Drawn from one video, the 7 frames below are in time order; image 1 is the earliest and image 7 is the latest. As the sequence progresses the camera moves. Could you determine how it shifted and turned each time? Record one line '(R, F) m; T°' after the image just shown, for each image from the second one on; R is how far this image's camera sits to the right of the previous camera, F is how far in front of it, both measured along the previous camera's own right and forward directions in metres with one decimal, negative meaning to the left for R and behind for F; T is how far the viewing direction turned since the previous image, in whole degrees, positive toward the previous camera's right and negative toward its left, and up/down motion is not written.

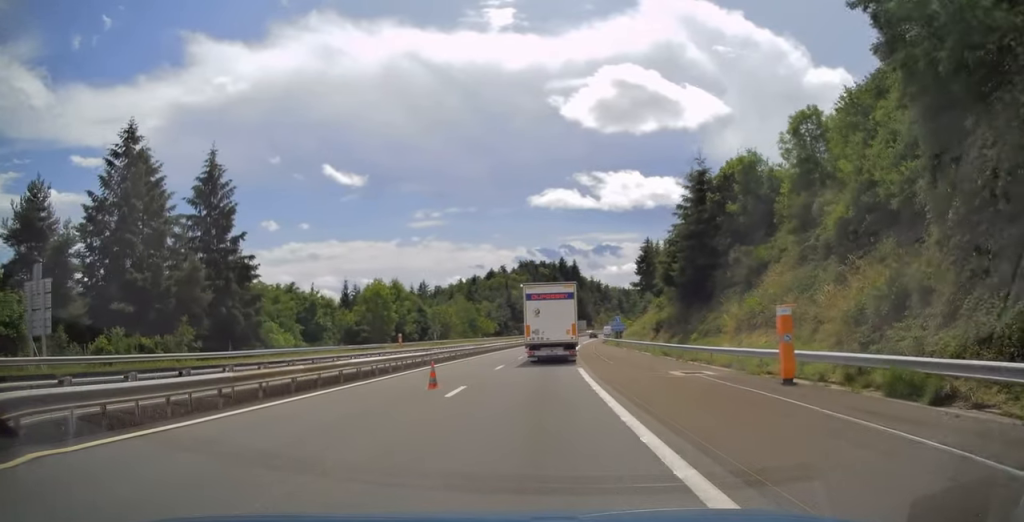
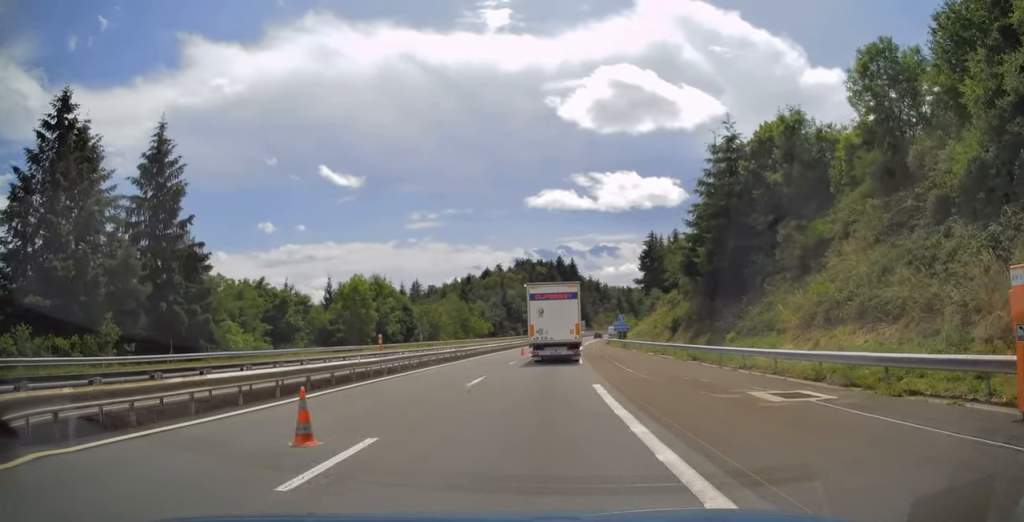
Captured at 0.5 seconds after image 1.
(0.0, +9.1) m; 0°
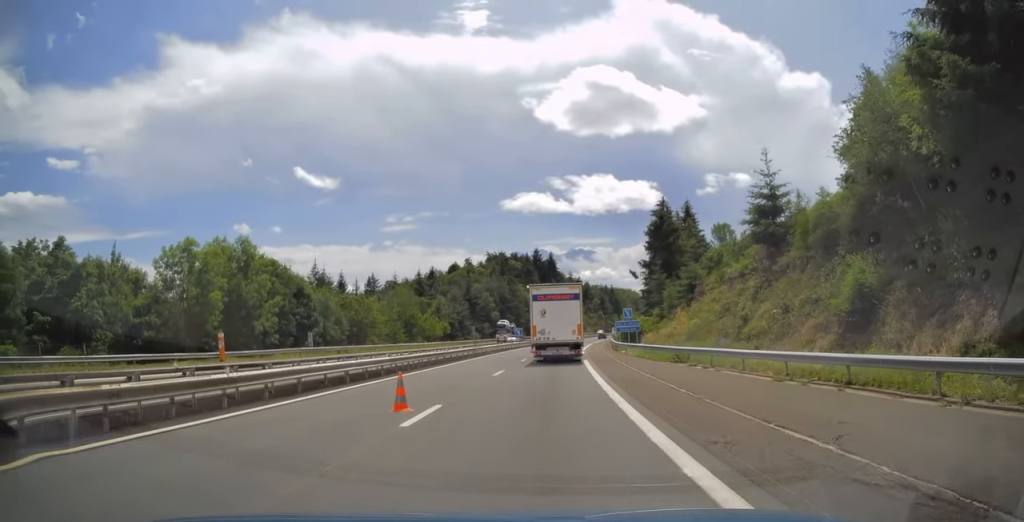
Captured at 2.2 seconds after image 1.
(+0.5, +34.6) m; +2°
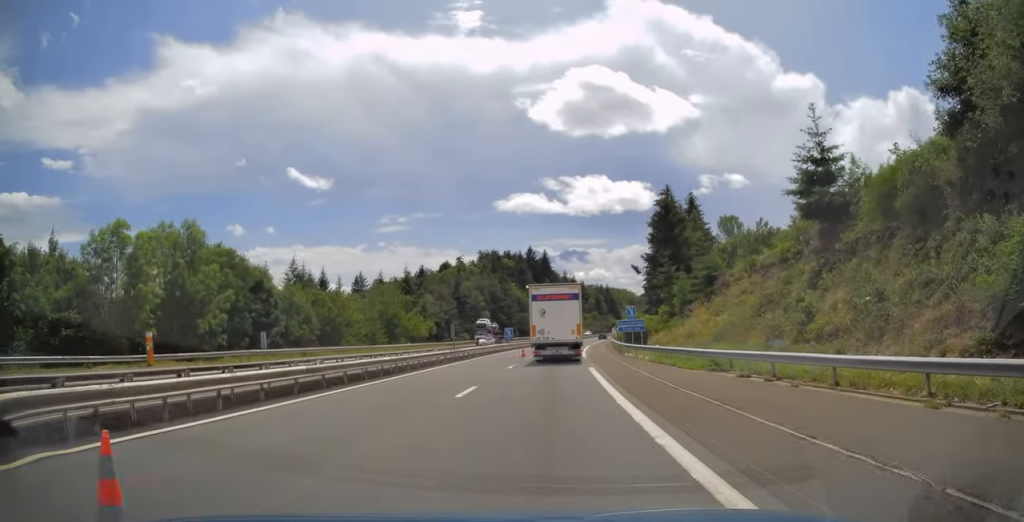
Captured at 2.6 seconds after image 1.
(0.0, +8.2) m; +1°
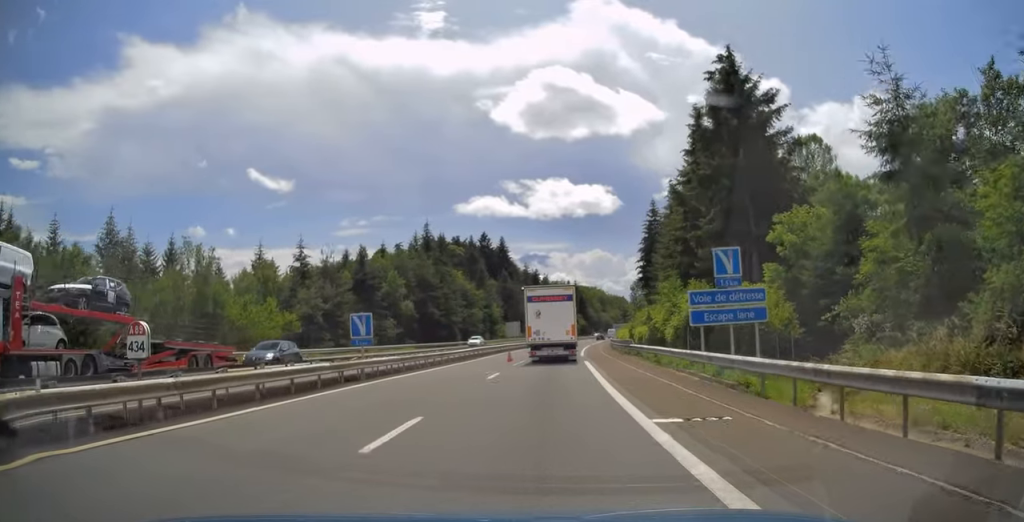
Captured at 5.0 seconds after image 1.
(+1.6, +45.6) m; +4°
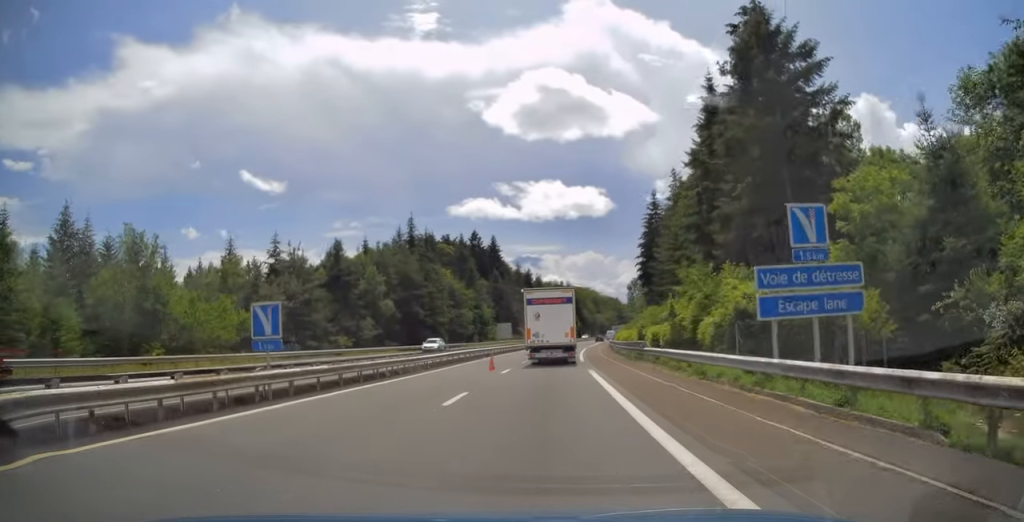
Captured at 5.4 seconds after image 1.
(+0.1, +7.8) m; +1°
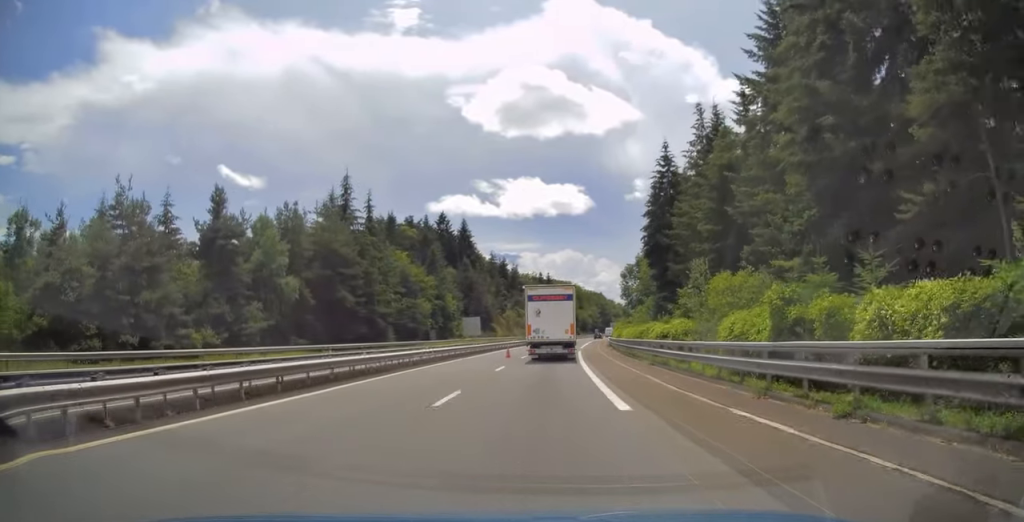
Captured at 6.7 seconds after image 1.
(+0.4, +26.4) m; +1°
